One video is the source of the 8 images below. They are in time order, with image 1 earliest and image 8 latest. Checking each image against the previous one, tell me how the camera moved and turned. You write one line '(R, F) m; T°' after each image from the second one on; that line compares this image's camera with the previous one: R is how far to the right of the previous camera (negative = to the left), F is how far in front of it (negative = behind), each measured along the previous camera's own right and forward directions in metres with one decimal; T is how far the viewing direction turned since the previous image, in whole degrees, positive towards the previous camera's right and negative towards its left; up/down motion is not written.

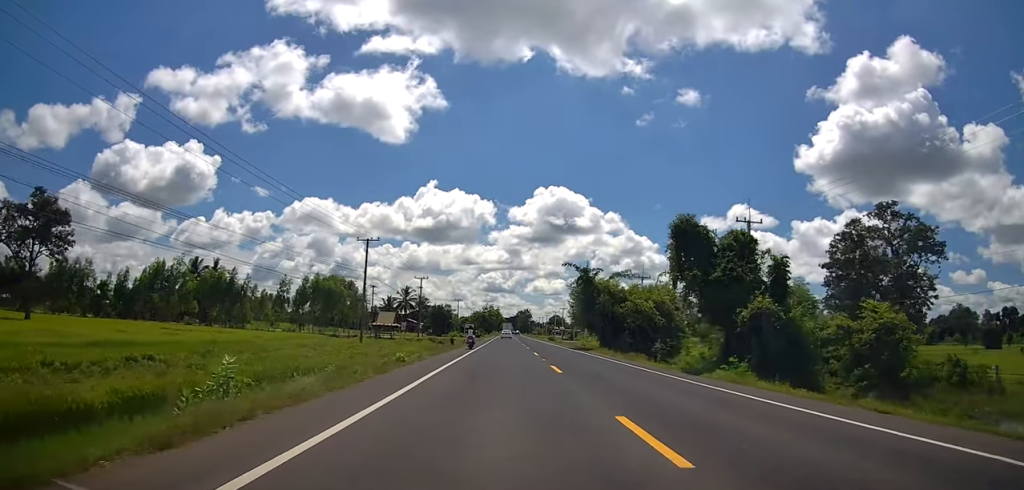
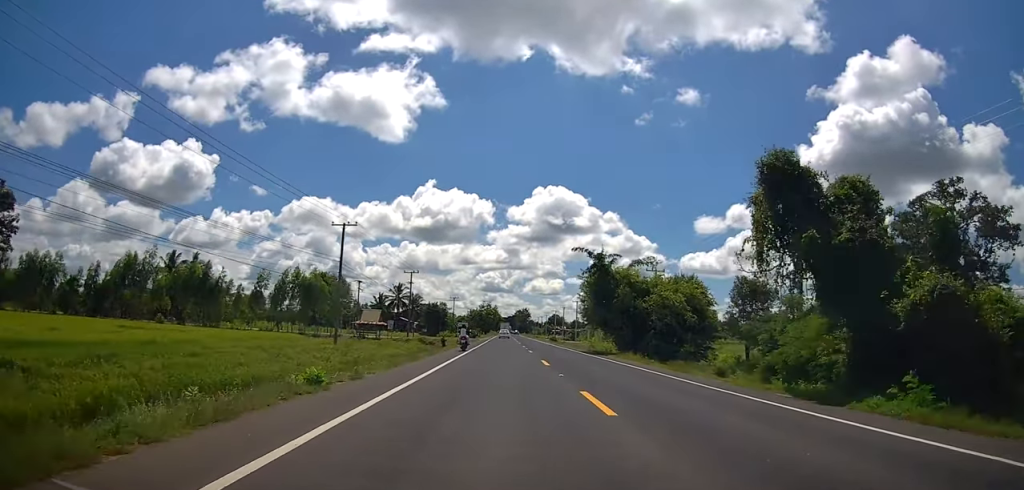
(+0.3, +8.8) m; 0°
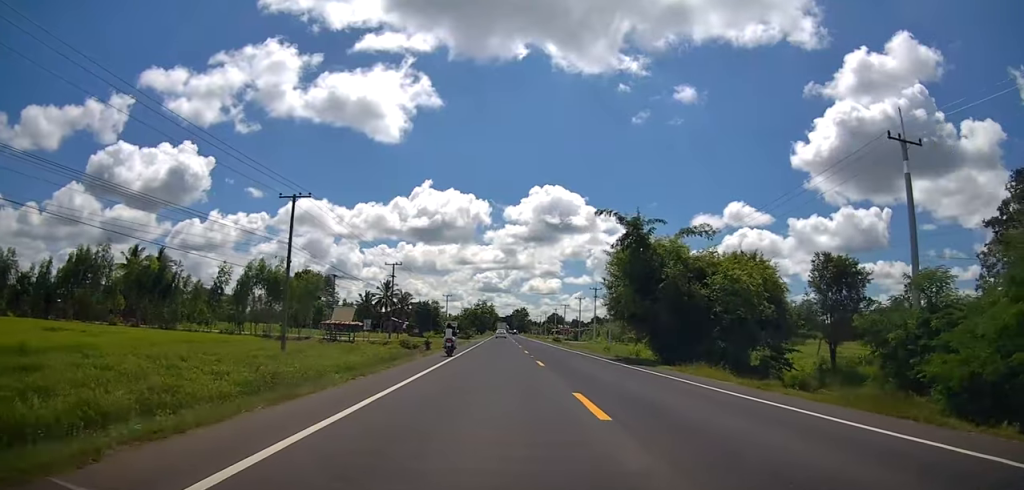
(+0.5, +12.6) m; 0°
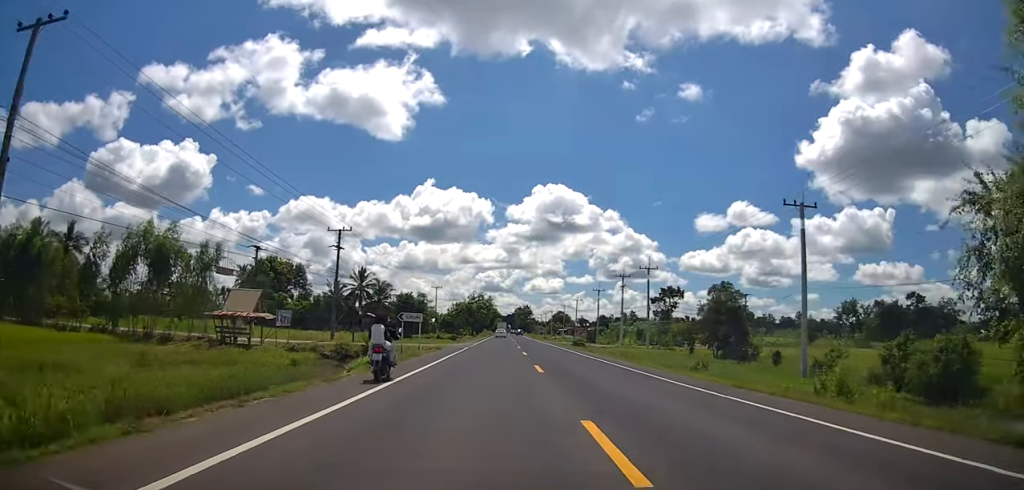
(-1.1, +27.5) m; -1°
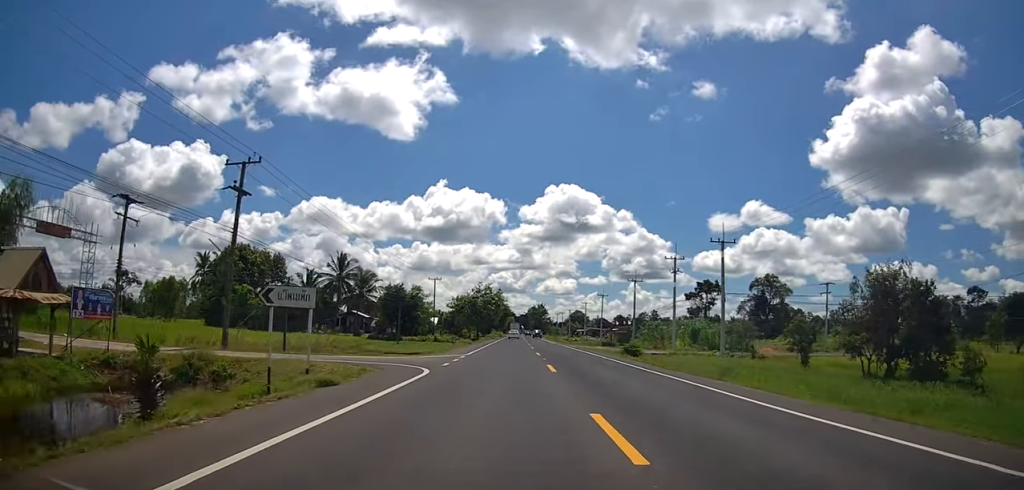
(+0.6, +23.4) m; +2°
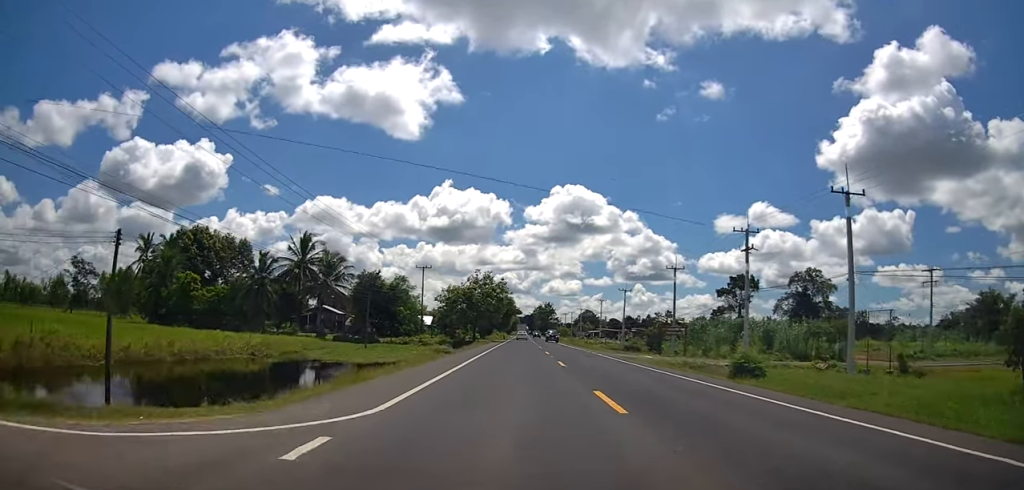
(-0.1, +20.7) m; -1°
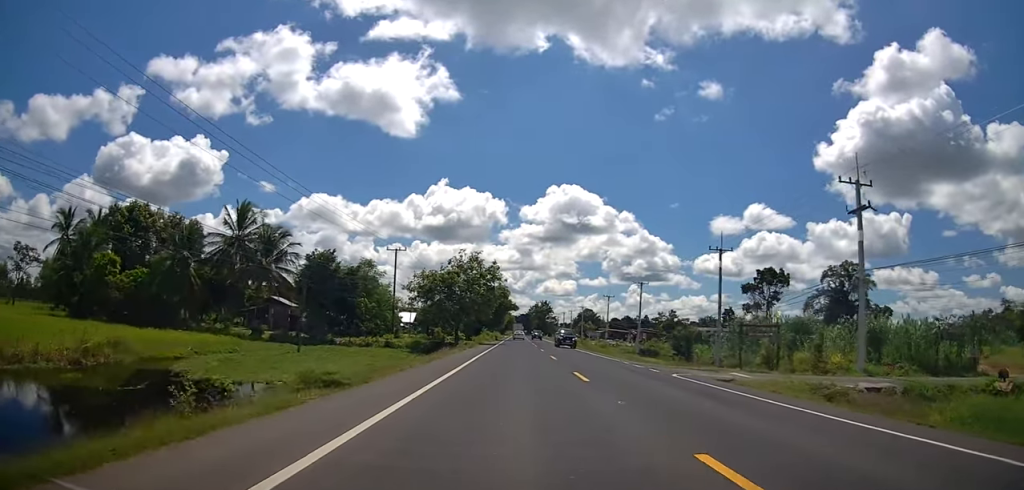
(-0.3, +18.5) m; -1°
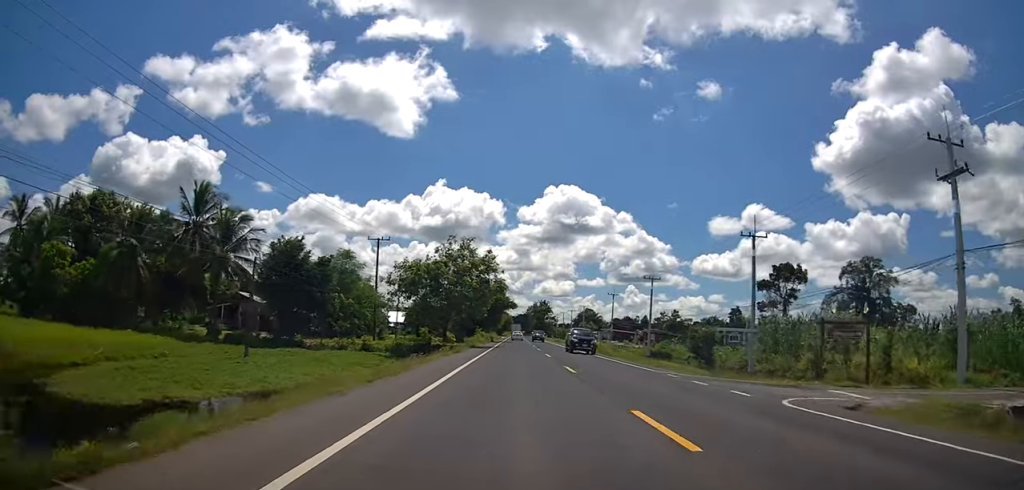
(0.0, +8.6) m; 0°
